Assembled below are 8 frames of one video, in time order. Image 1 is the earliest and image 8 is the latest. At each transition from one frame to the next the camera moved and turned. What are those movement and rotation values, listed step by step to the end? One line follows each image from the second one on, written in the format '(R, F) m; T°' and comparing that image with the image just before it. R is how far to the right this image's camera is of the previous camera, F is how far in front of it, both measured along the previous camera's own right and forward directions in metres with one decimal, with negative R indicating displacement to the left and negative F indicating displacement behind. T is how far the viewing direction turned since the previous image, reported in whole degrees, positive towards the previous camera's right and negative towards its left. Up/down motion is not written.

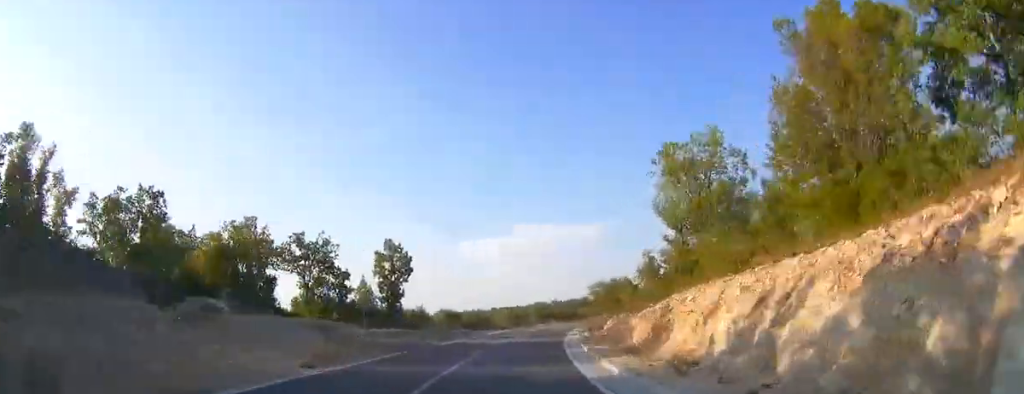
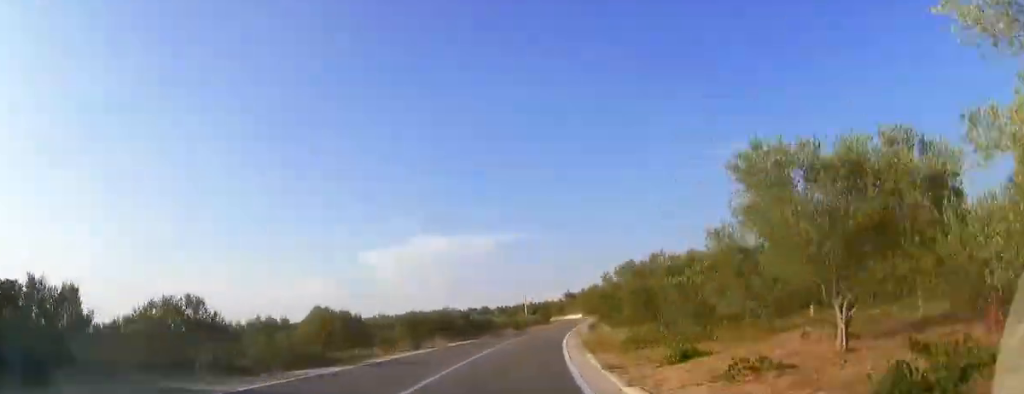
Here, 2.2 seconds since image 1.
(+3.2, +47.9) m; +8°
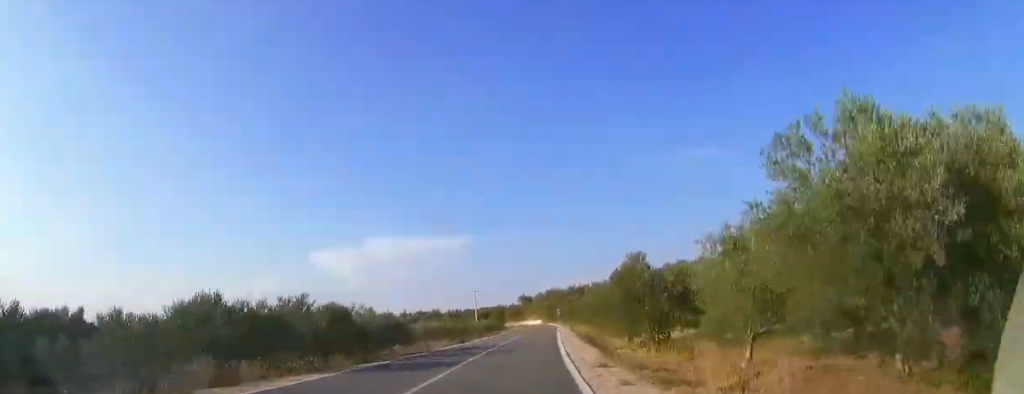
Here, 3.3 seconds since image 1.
(+0.8, +24.2) m; +4°
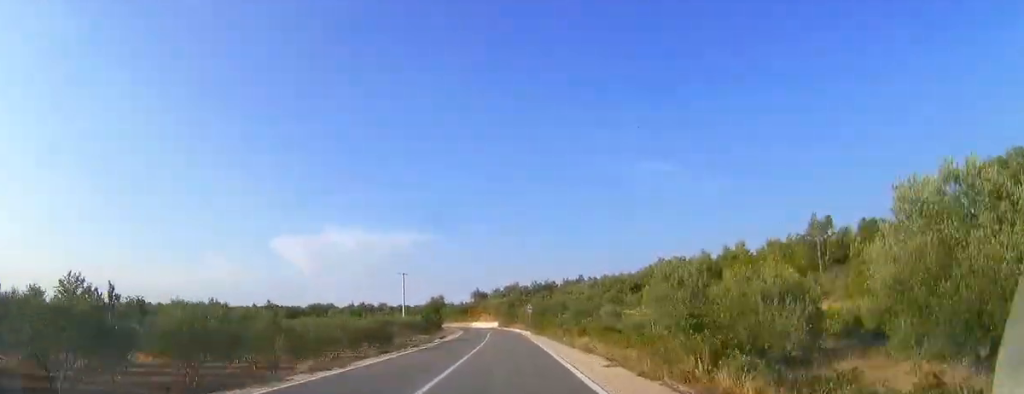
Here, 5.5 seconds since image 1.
(+3.0, +44.4) m; +5°
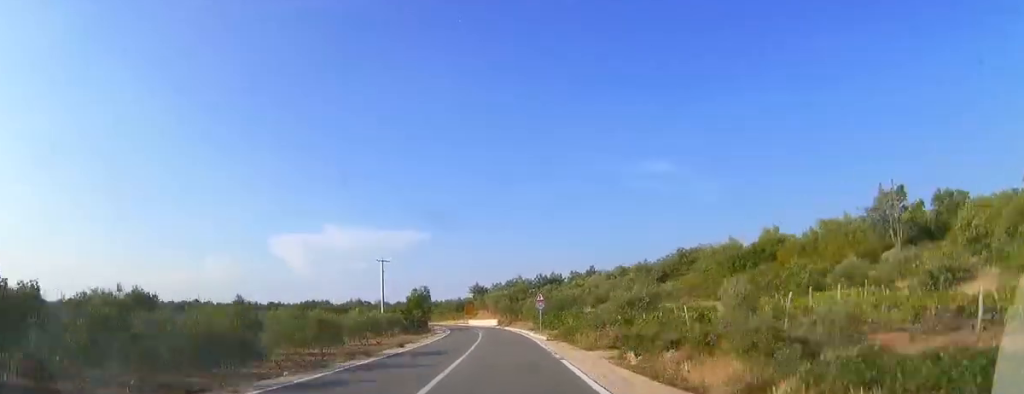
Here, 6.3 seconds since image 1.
(+0.4, +17.7) m; +1°
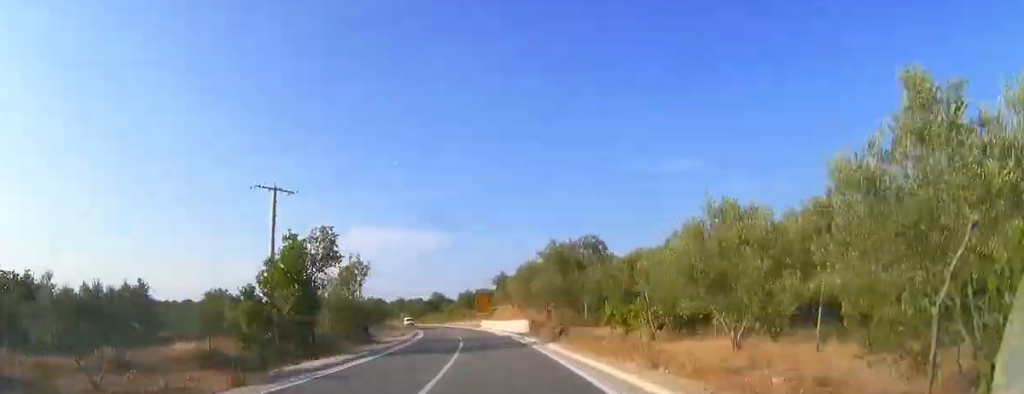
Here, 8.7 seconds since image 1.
(+0.1, +46.1) m; -2°
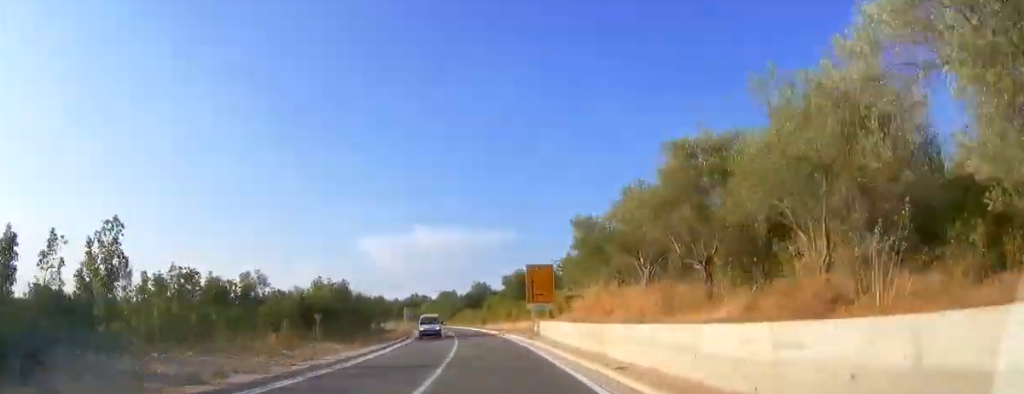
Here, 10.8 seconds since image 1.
(-1.4, +40.4) m; -5°
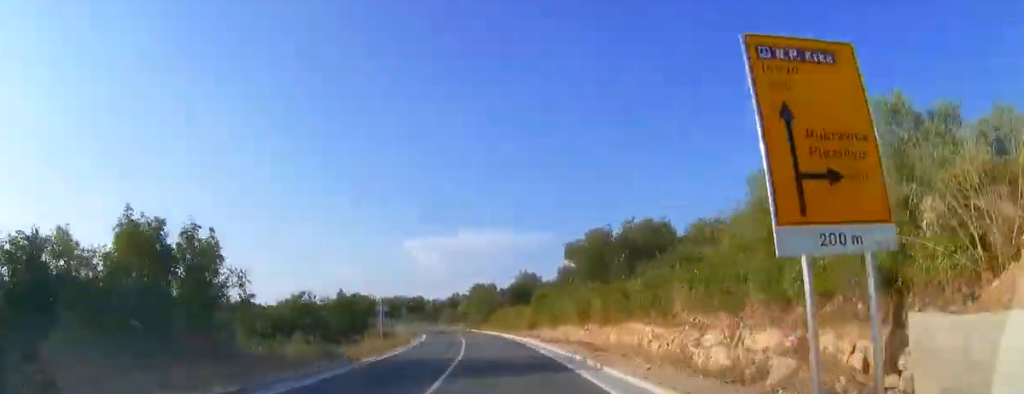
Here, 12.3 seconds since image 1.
(-1.5, +28.2) m; -4°
